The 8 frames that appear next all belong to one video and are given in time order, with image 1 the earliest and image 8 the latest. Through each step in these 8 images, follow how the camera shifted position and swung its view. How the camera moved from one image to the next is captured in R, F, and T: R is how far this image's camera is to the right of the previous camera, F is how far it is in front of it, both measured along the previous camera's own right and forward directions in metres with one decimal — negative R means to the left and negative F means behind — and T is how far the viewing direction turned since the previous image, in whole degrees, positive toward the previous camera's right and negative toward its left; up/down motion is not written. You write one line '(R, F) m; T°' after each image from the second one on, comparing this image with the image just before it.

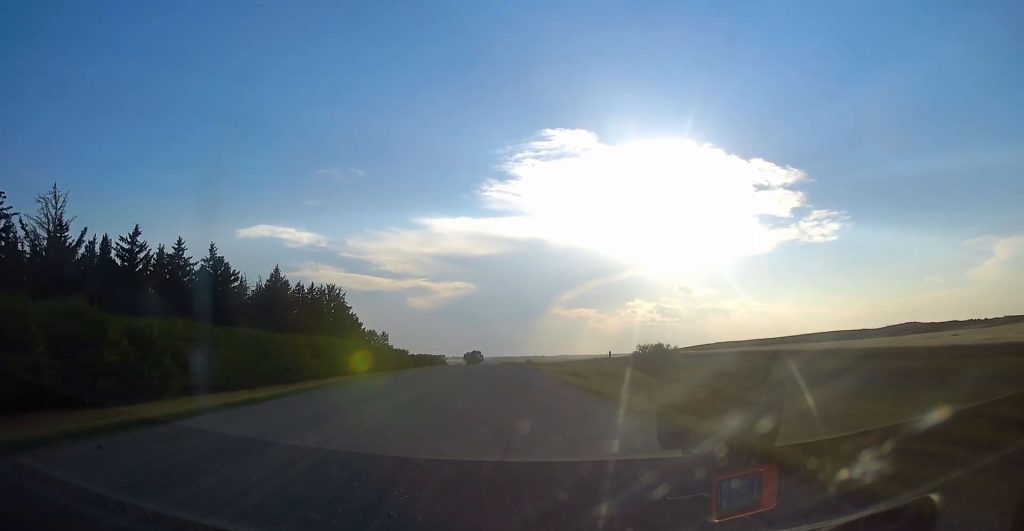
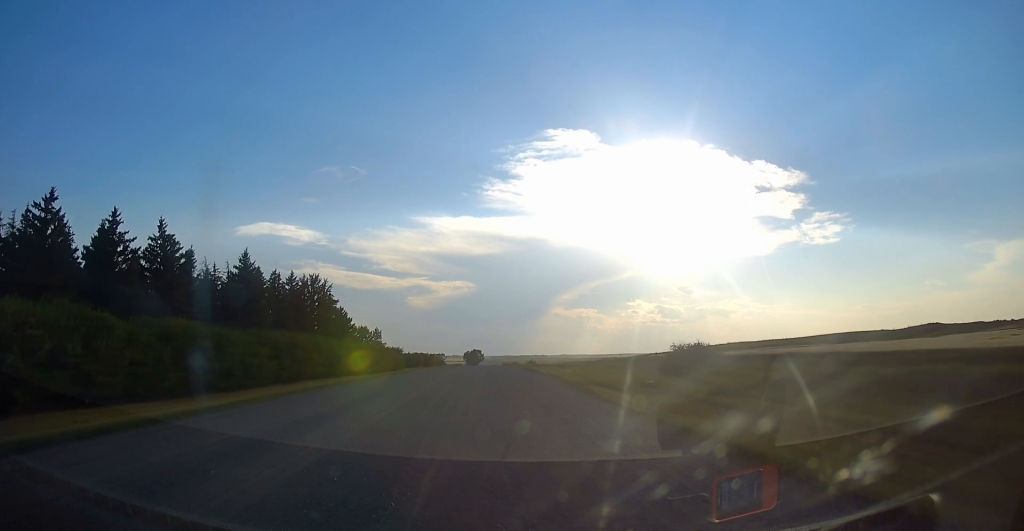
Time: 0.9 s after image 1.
(0.0, +11.8) m; 0°
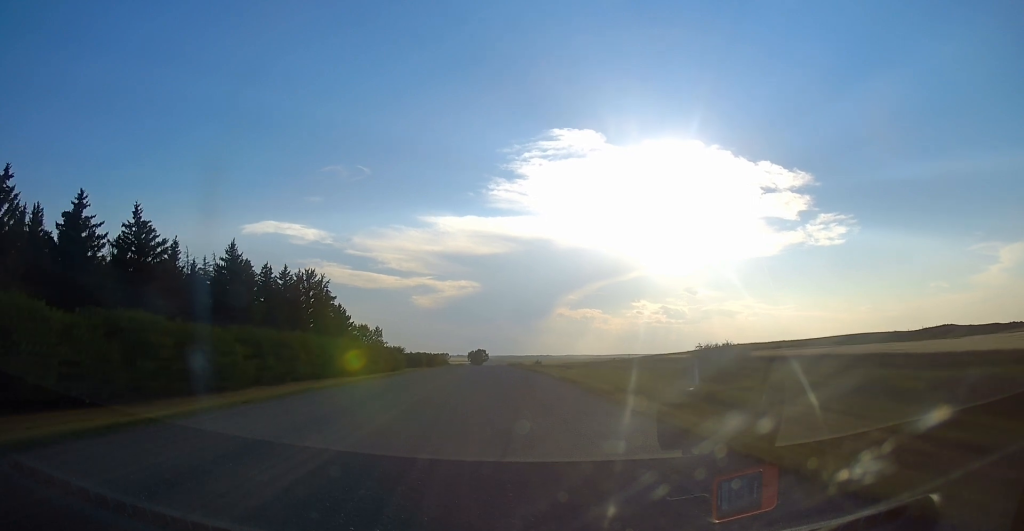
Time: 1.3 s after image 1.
(0.0, +5.4) m; 0°
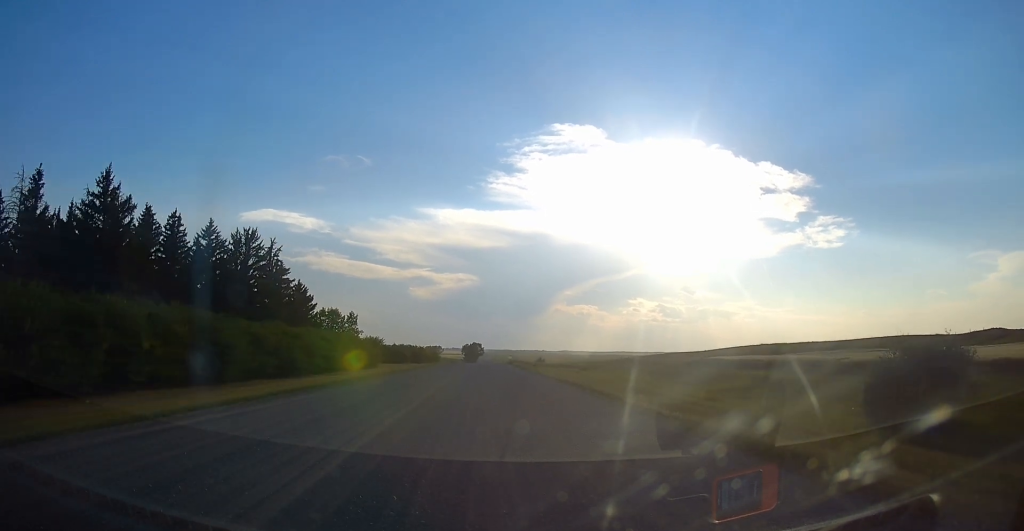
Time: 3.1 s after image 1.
(0.0, +24.3) m; 0°
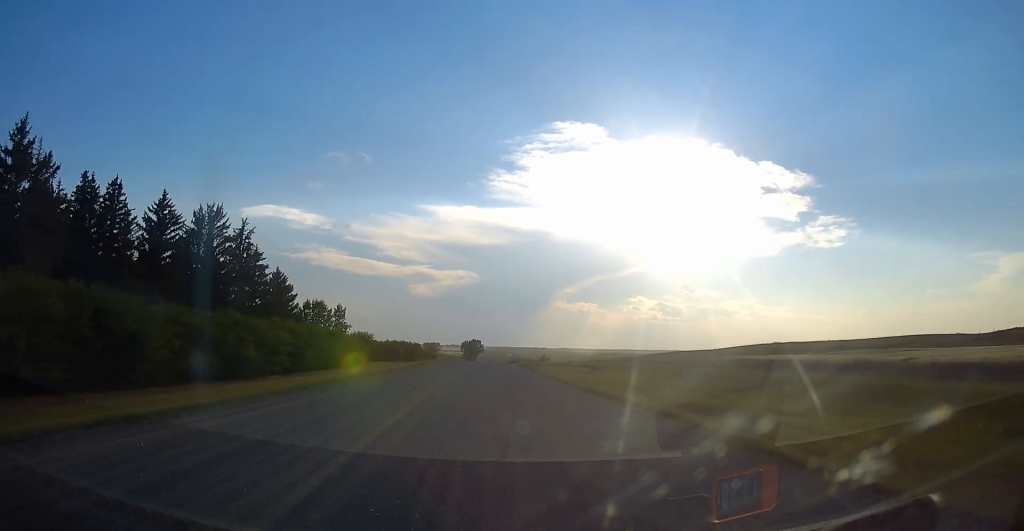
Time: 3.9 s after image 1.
(0.0, +10.0) m; 0°
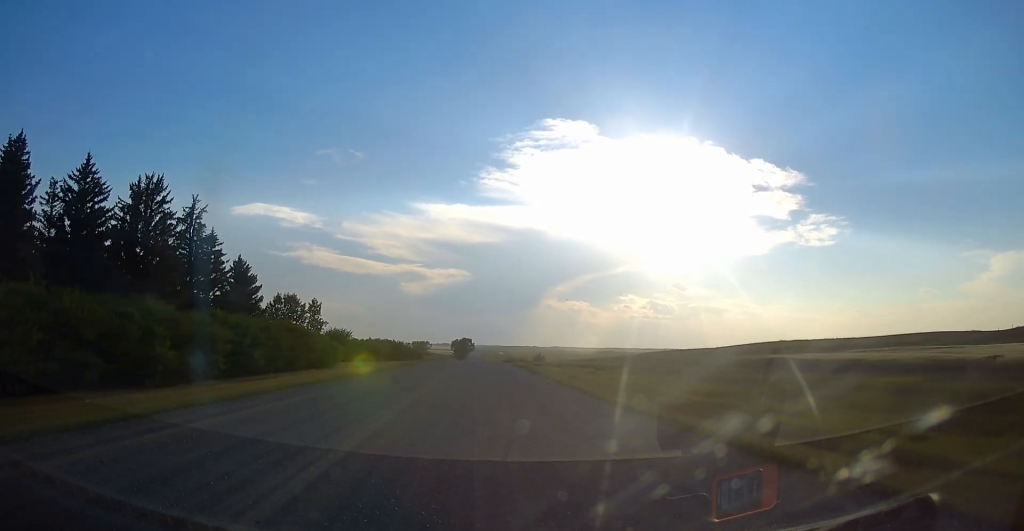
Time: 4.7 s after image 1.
(0.0, +10.5) m; 0°
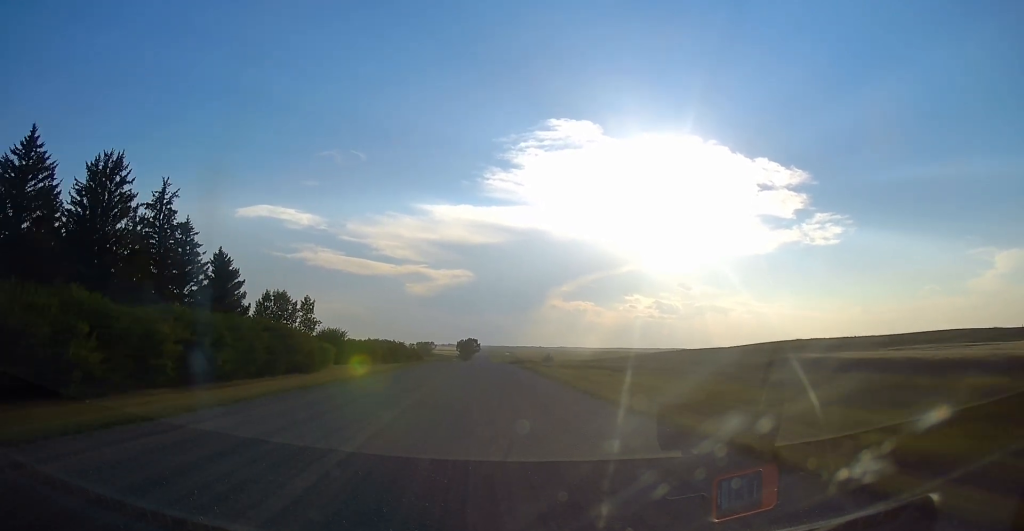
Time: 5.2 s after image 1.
(0.0, +7.0) m; 0°
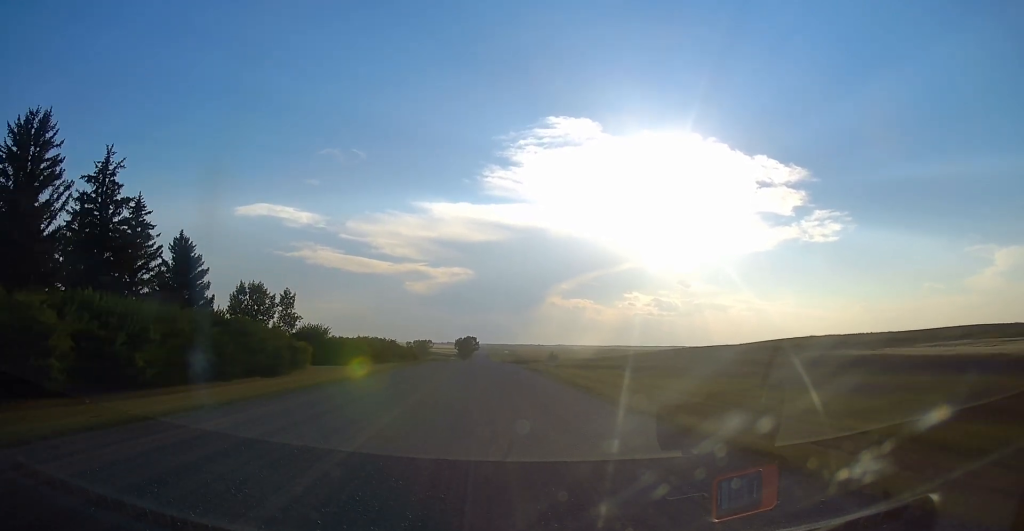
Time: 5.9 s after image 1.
(0.0, +8.8) m; 0°
